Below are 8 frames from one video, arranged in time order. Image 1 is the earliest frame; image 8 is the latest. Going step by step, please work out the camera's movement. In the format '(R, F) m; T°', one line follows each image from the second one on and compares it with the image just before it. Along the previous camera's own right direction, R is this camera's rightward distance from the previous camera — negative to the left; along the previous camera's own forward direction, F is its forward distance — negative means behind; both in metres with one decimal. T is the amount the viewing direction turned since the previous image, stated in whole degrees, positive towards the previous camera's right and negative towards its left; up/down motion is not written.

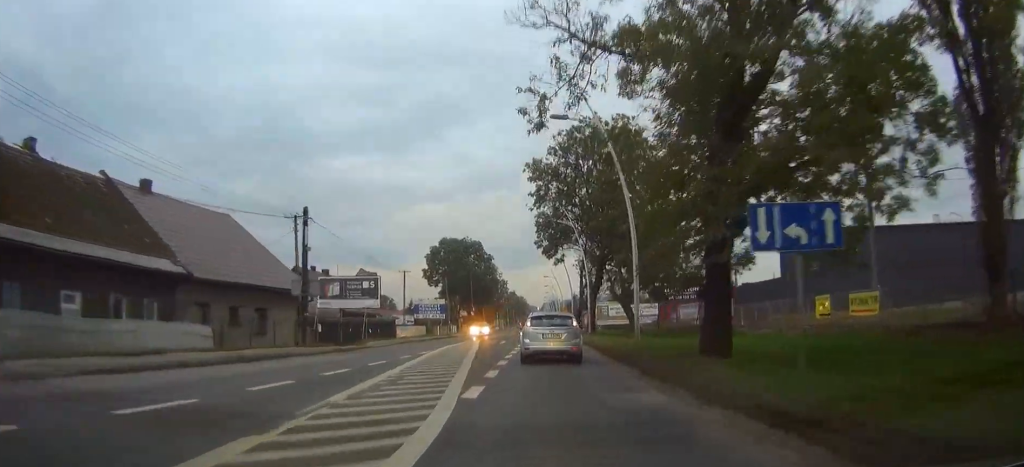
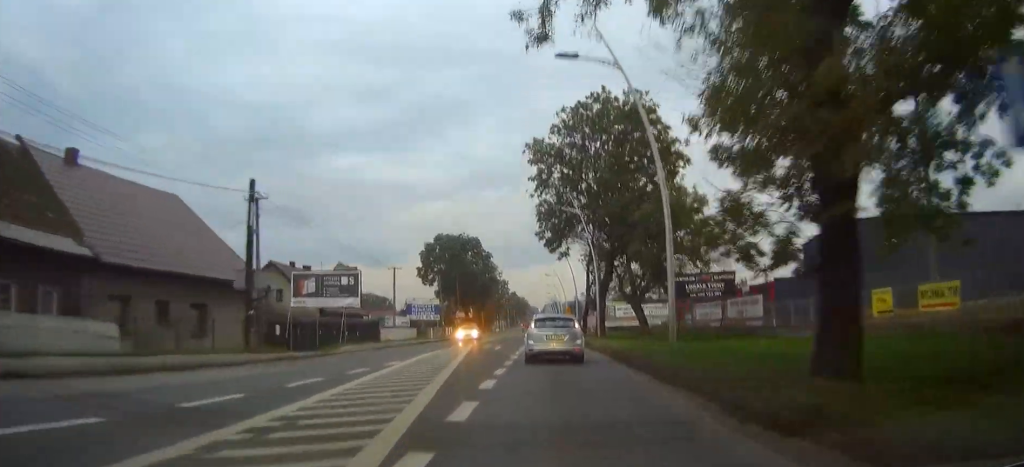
(0.0, +6.5) m; 0°
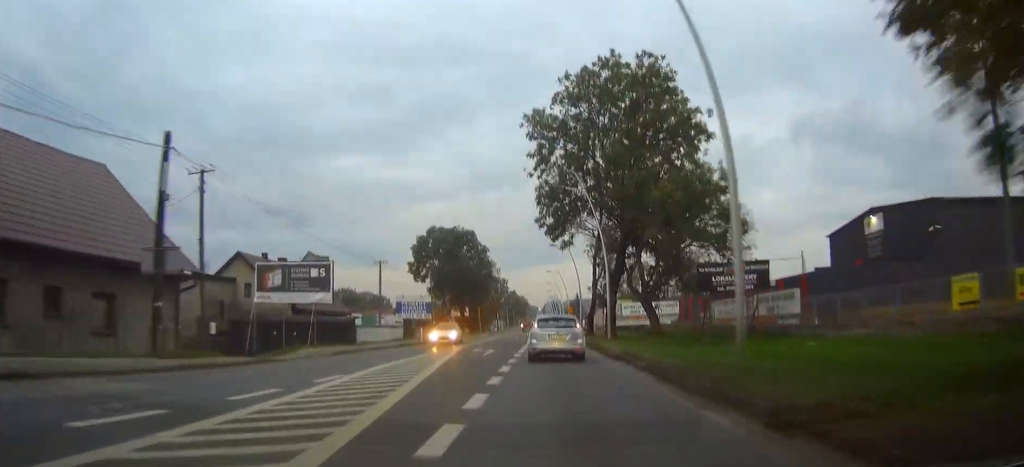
(0.0, +6.6) m; 0°
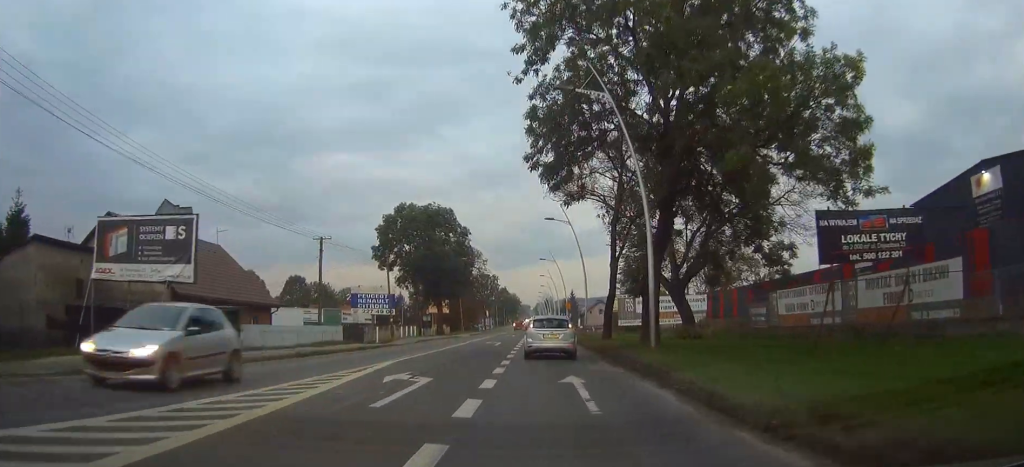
(-0.1, +16.5) m; -1°
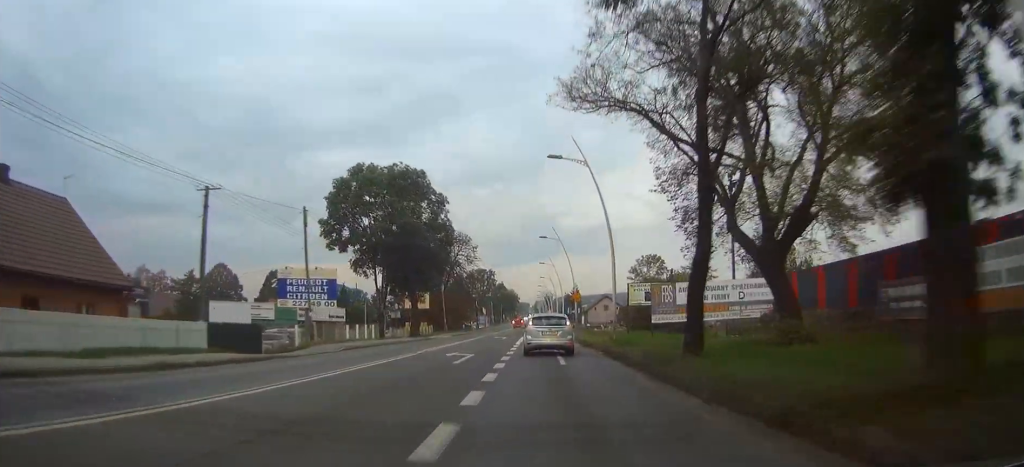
(-0.1, +18.2) m; 0°
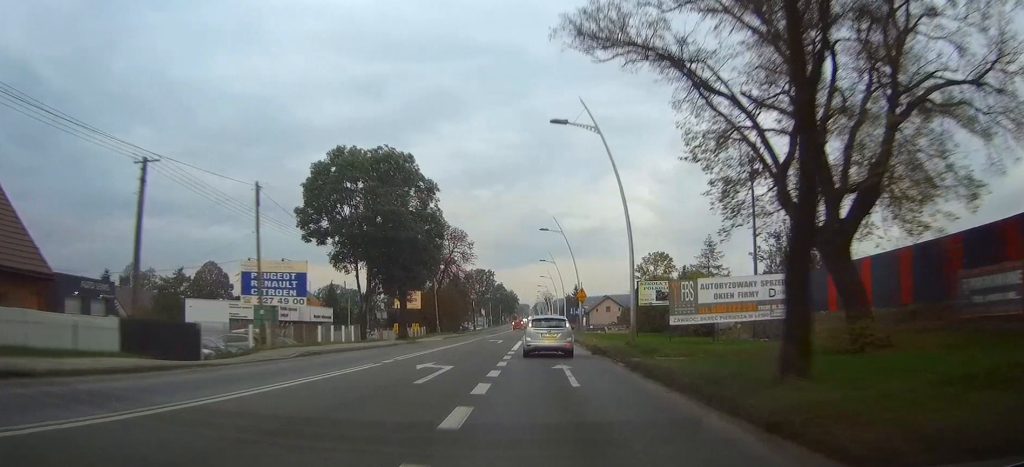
(0.0, +5.9) m; 0°
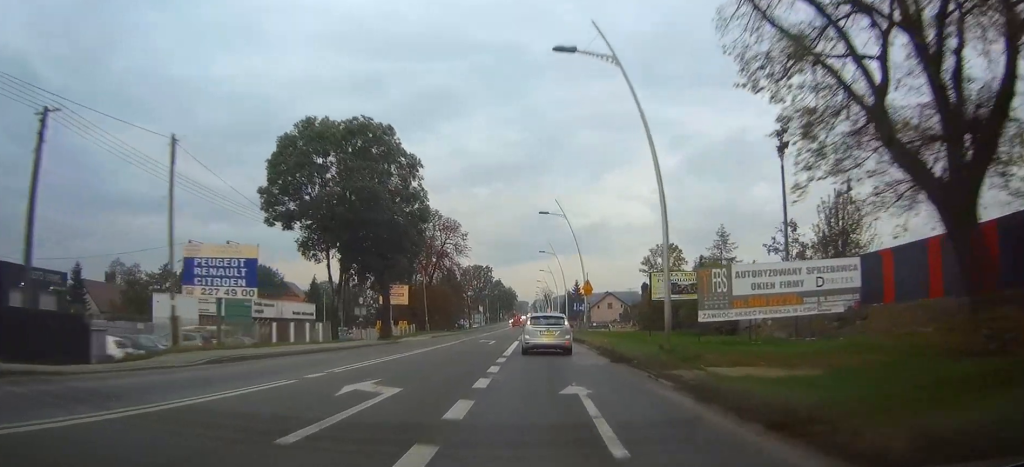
(0.0, +6.9) m; 0°
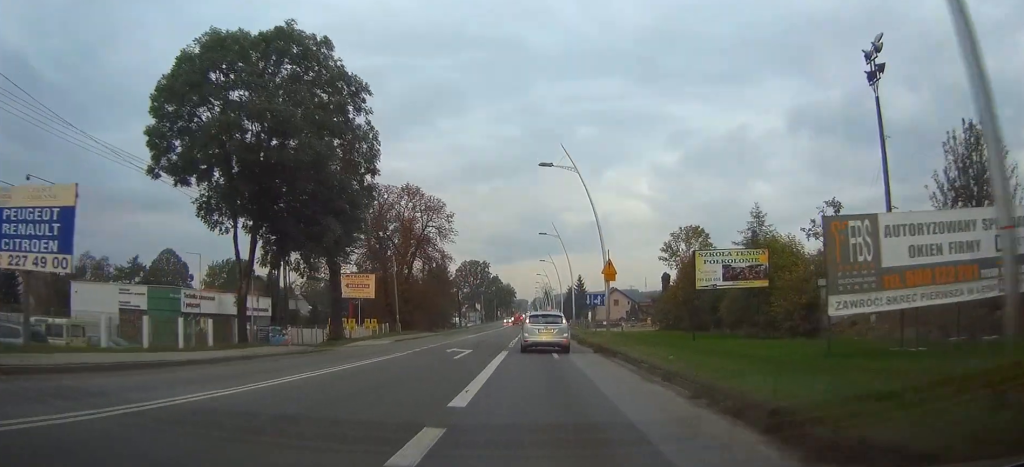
(0.0, +14.4) m; +1°
